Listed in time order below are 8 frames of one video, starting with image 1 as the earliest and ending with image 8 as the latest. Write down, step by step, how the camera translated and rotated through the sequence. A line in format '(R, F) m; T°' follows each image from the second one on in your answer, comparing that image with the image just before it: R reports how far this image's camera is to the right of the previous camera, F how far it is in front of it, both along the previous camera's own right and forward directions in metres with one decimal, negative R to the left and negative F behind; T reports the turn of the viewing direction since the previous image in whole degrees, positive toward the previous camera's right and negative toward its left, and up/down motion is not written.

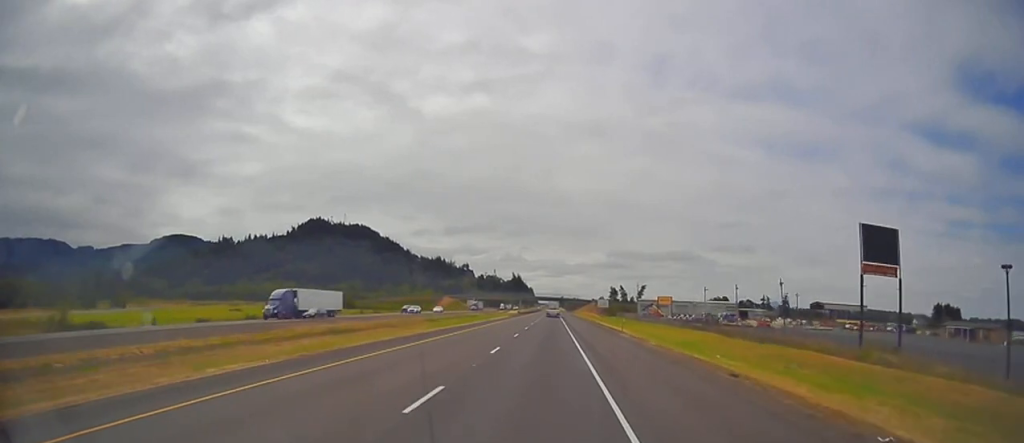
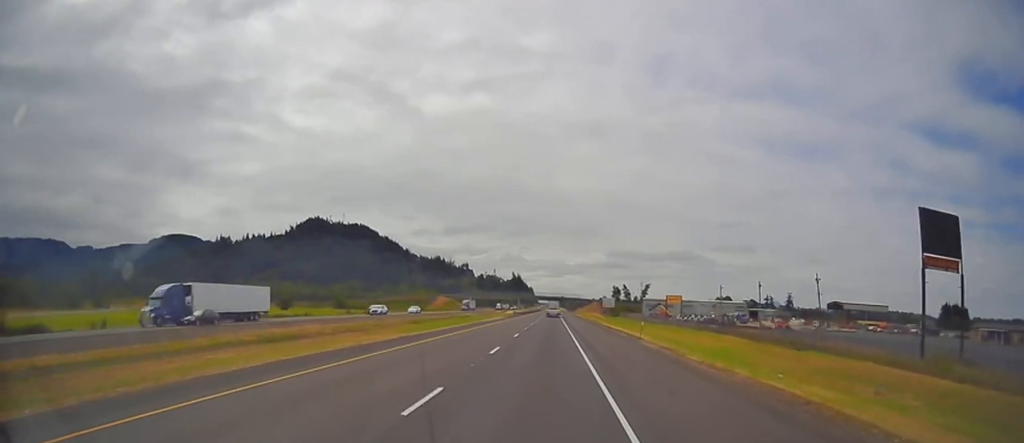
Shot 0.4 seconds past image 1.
(+0.2, +12.0) m; 0°
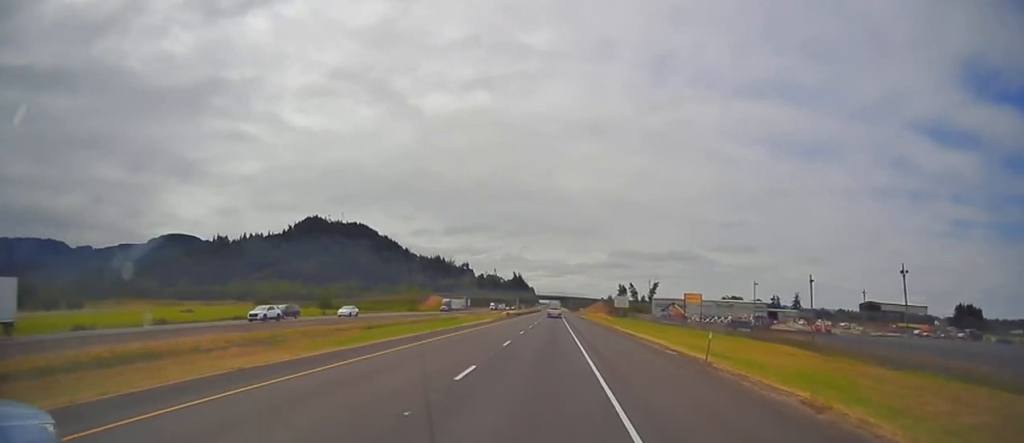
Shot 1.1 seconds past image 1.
(+0.1, +20.0) m; 0°
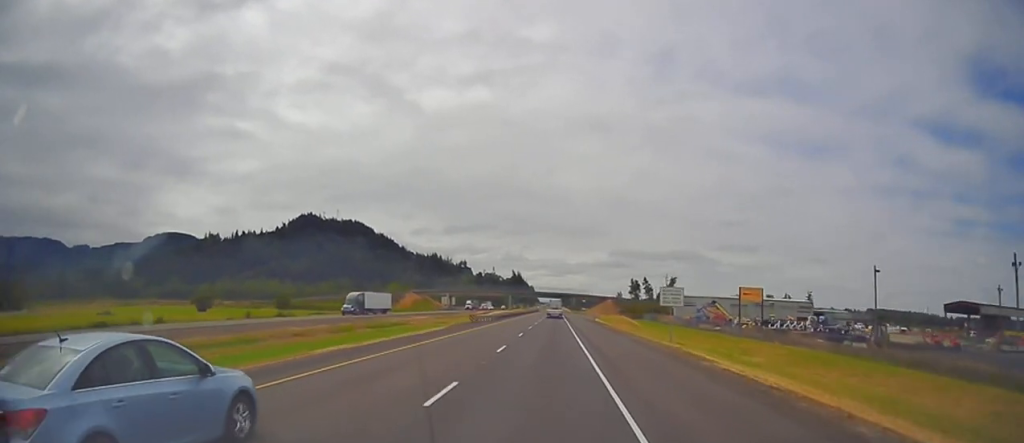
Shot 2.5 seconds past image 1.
(-0.1, +41.8) m; 0°
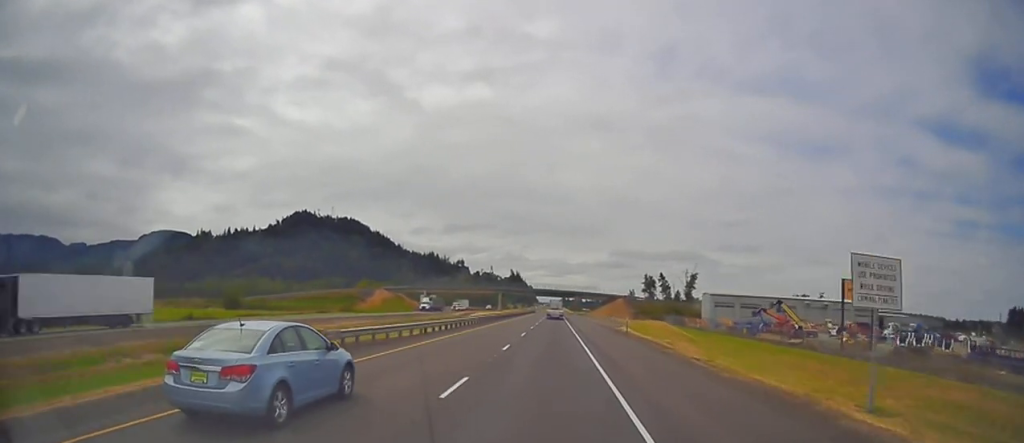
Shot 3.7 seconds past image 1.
(0.0, +35.7) m; 0°
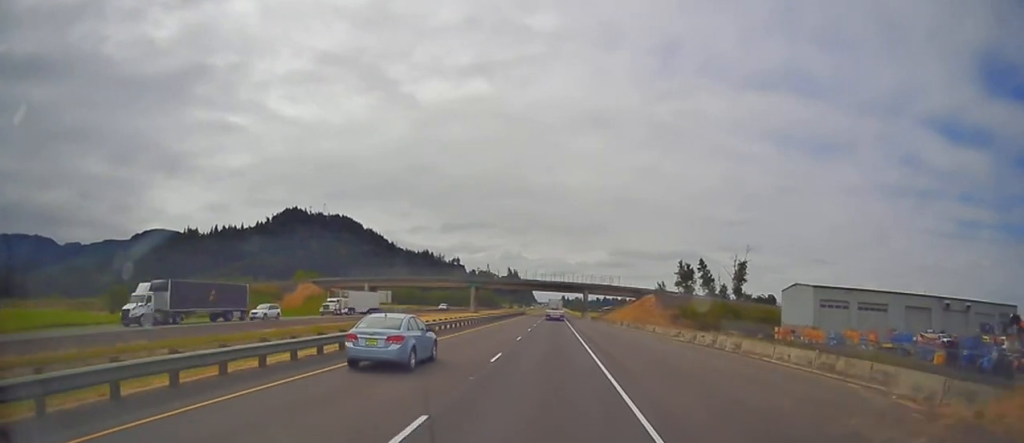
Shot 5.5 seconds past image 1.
(-0.2, +54.2) m; 0°
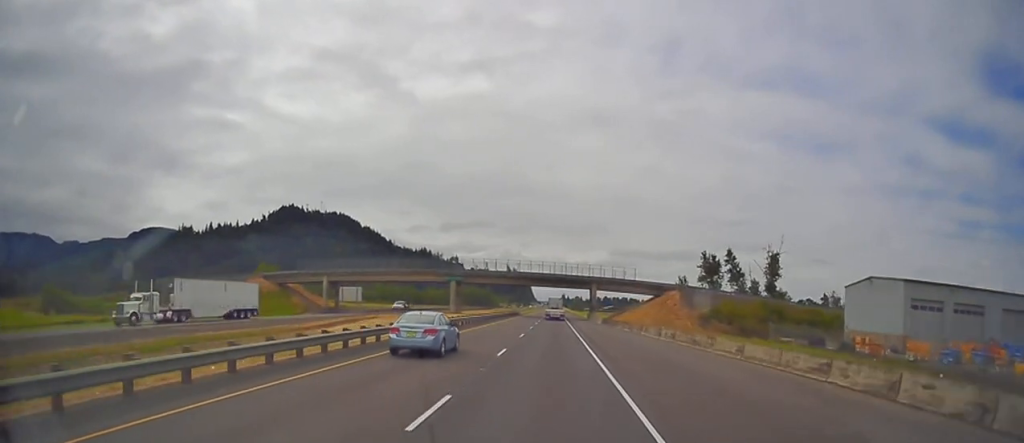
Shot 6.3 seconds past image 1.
(0.0, +22.6) m; +1°
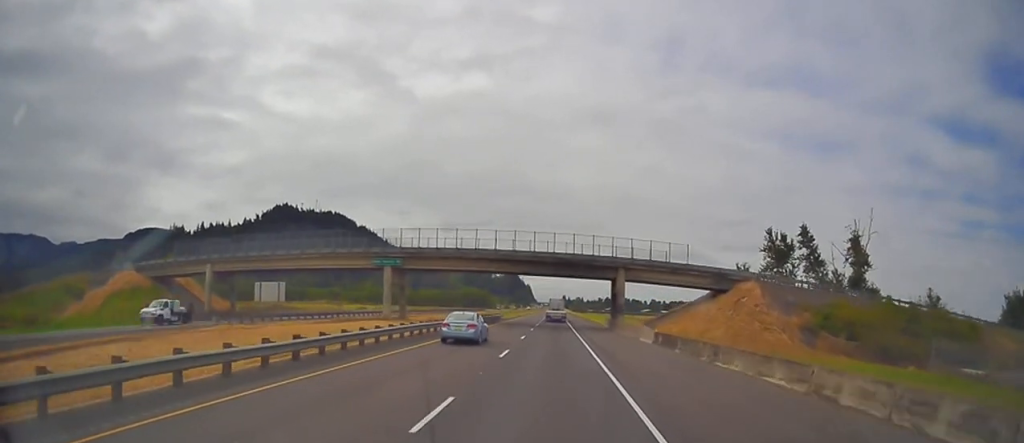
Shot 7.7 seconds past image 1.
(+0.6, +36.7) m; 0°
